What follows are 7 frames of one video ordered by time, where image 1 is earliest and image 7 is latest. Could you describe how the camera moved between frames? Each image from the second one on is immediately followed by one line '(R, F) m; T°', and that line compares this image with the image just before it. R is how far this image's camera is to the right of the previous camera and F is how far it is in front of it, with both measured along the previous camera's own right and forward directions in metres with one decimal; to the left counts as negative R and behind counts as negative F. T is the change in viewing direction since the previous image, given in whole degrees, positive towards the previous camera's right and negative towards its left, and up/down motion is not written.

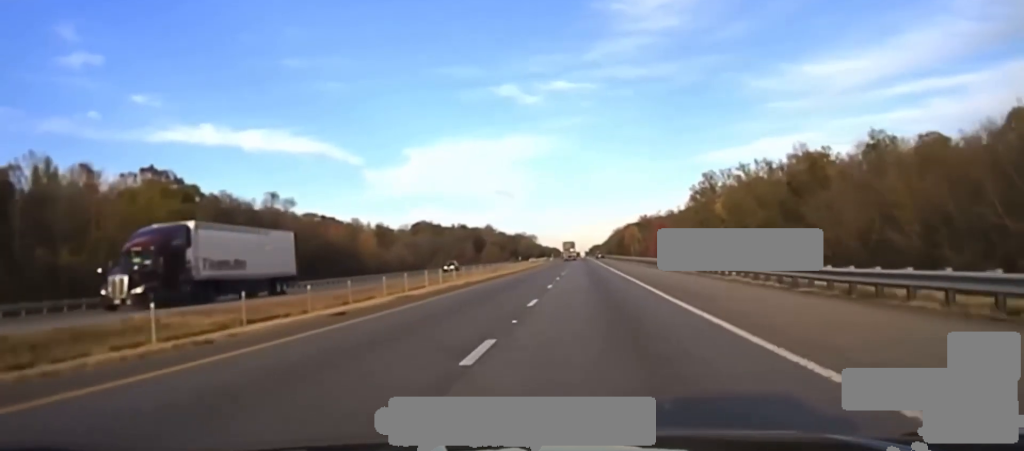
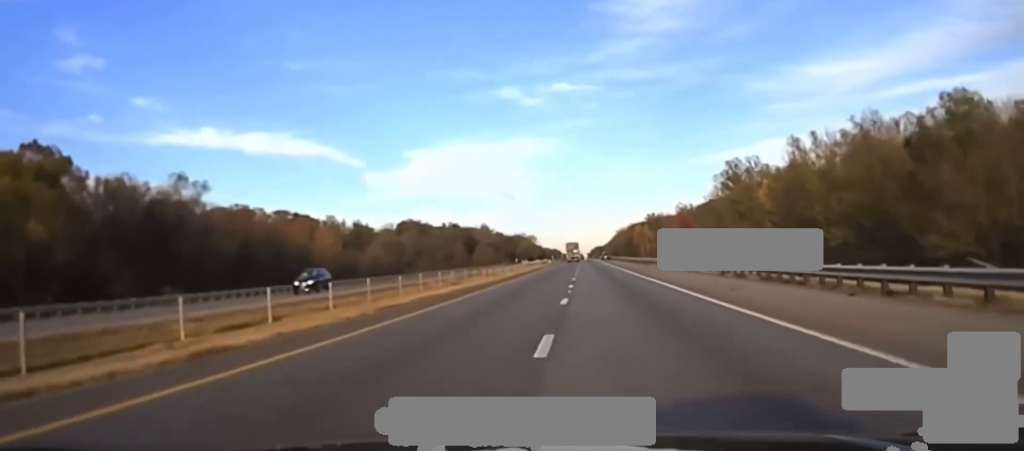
(-0.1, +39.4) m; 0°
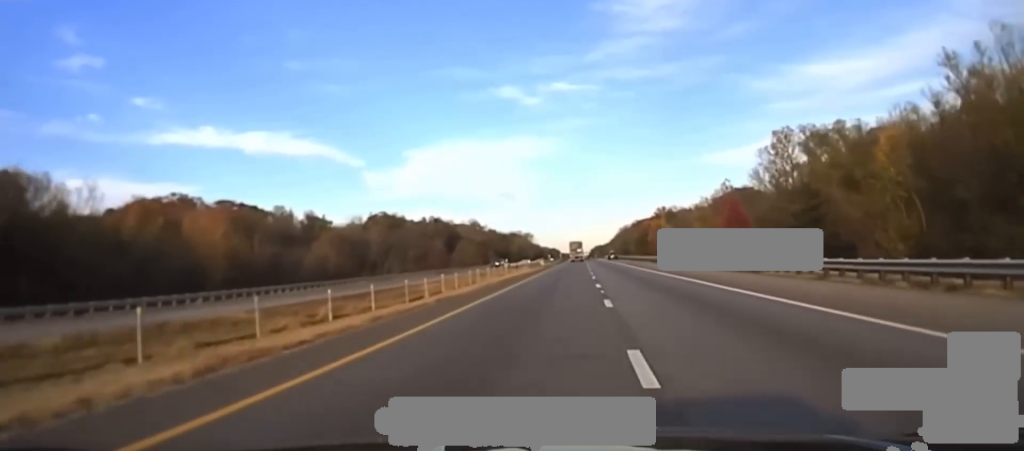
(-0.1, +48.4) m; 0°
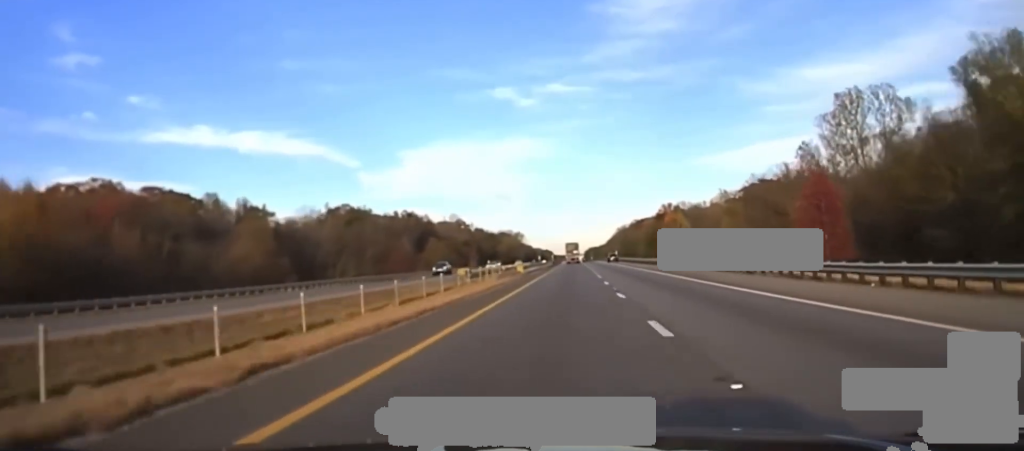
(+0.2, +40.2) m; 0°
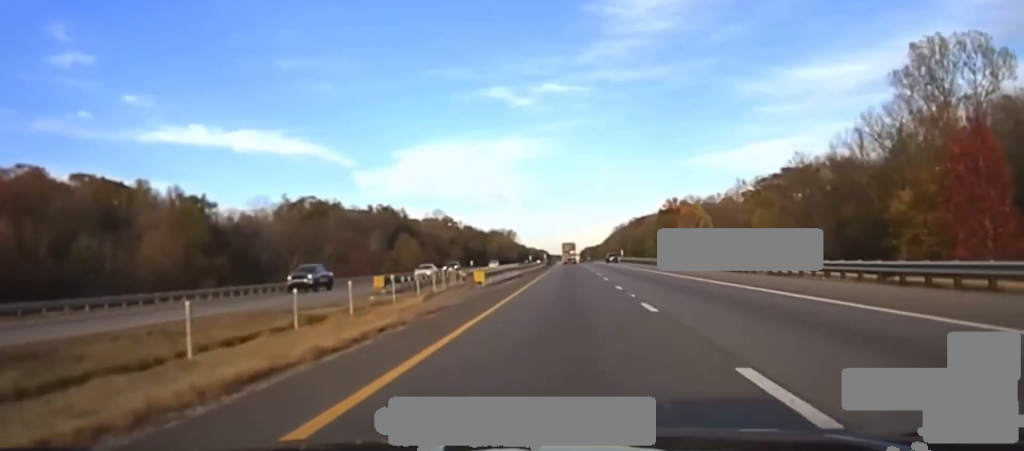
(+0.1, +30.9) m; 0°
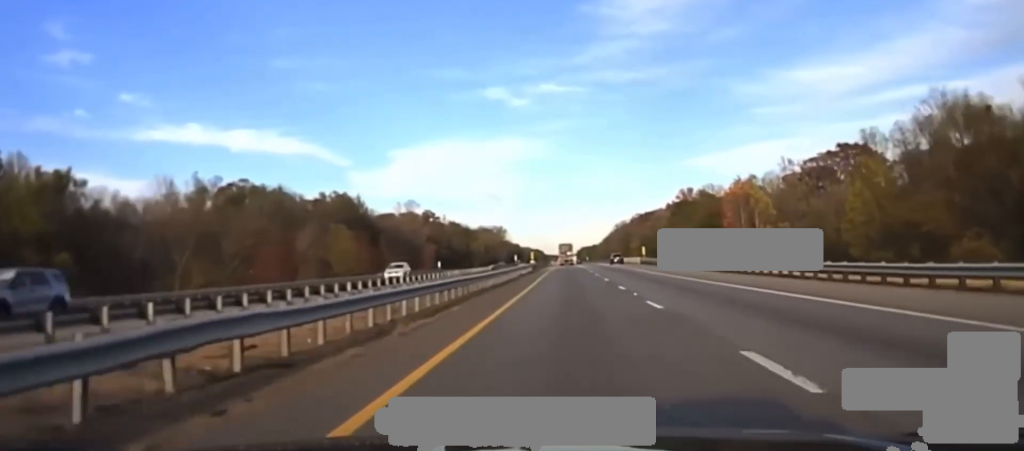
(+0.5, +49.6) m; 0°
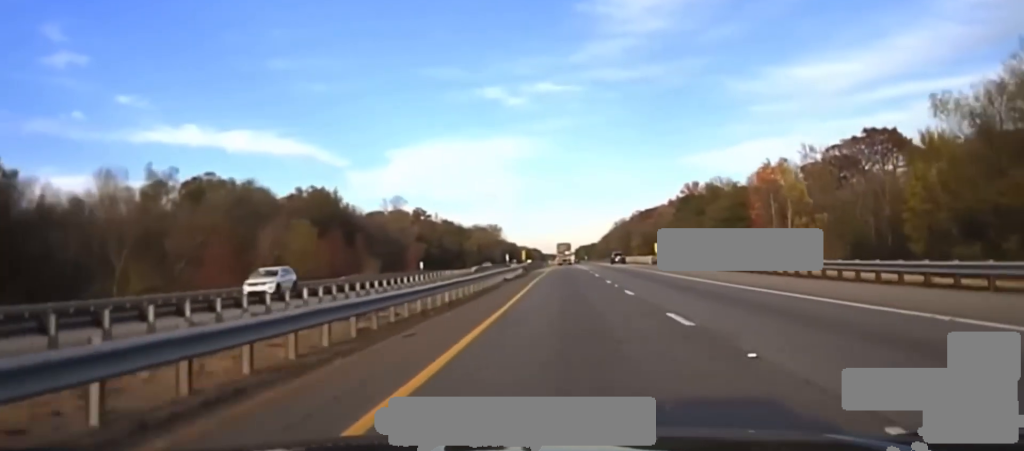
(0.0, +18.7) m; 0°
